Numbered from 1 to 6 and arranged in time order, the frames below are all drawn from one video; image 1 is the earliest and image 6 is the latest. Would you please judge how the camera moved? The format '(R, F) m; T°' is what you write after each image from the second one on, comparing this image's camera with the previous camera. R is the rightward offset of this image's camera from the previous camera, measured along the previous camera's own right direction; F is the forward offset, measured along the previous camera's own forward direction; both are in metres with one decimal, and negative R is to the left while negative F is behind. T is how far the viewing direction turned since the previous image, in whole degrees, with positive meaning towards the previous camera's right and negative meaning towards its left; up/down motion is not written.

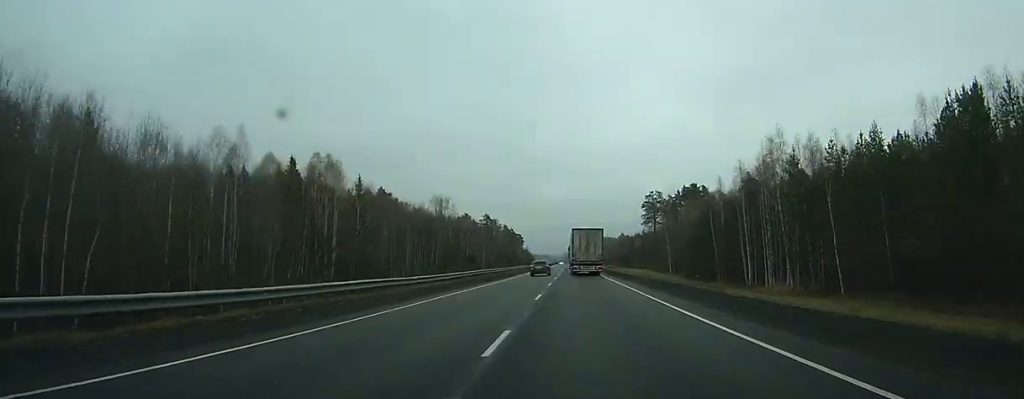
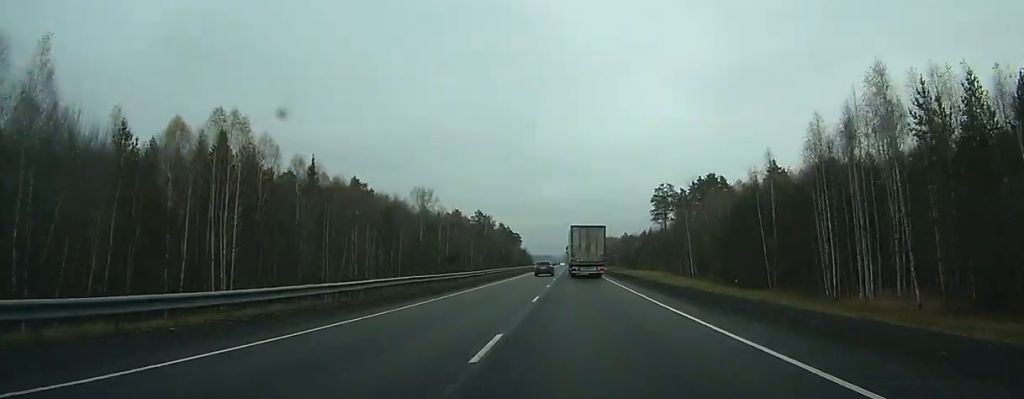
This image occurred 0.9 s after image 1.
(+0.1, +24.2) m; 0°
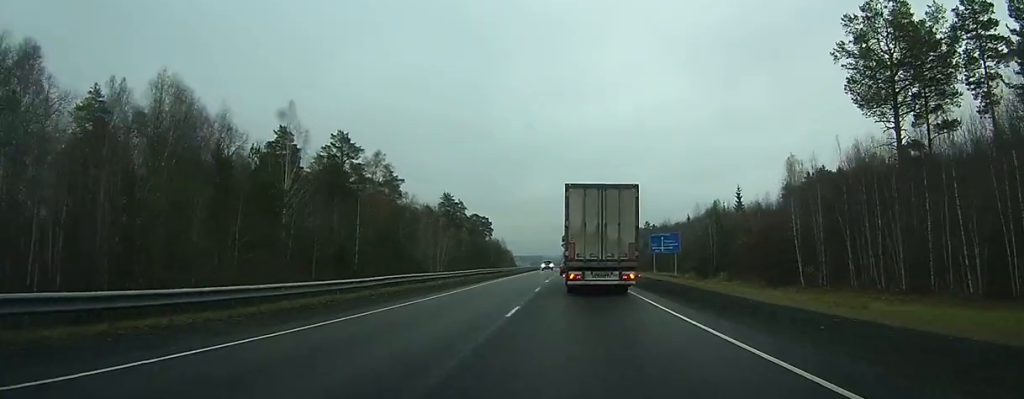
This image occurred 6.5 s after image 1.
(0.0, +149.9) m; 0°
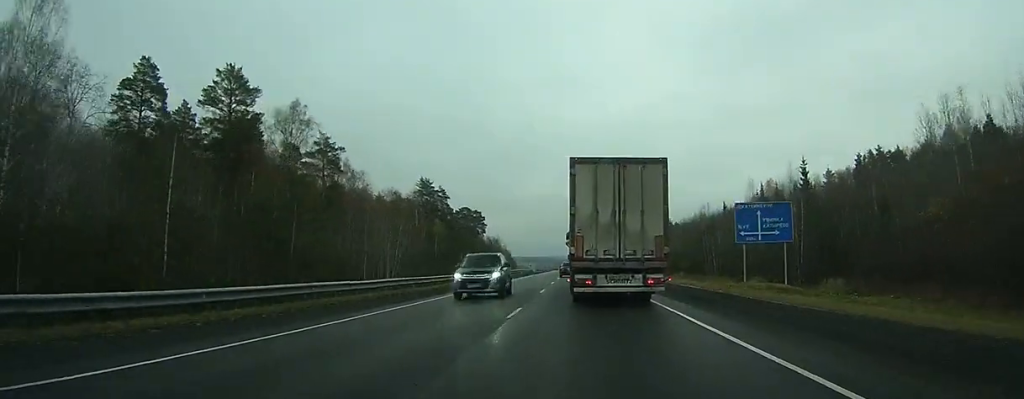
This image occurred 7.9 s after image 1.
(0.0, +37.3) m; -1°
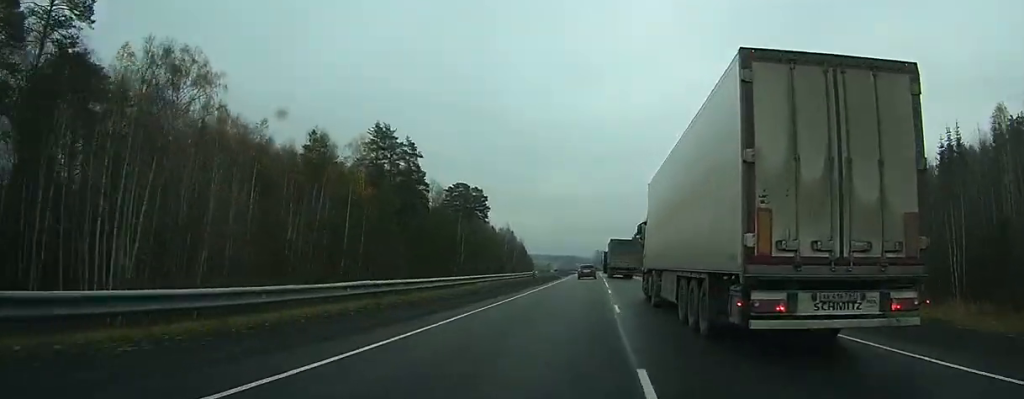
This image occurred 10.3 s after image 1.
(-0.9, +59.0) m; -1°
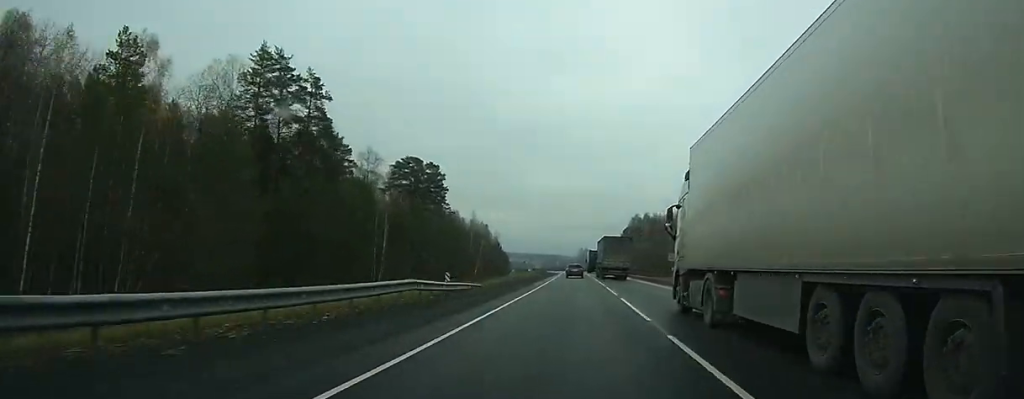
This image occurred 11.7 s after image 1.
(0.0, +35.8) m; 0°
